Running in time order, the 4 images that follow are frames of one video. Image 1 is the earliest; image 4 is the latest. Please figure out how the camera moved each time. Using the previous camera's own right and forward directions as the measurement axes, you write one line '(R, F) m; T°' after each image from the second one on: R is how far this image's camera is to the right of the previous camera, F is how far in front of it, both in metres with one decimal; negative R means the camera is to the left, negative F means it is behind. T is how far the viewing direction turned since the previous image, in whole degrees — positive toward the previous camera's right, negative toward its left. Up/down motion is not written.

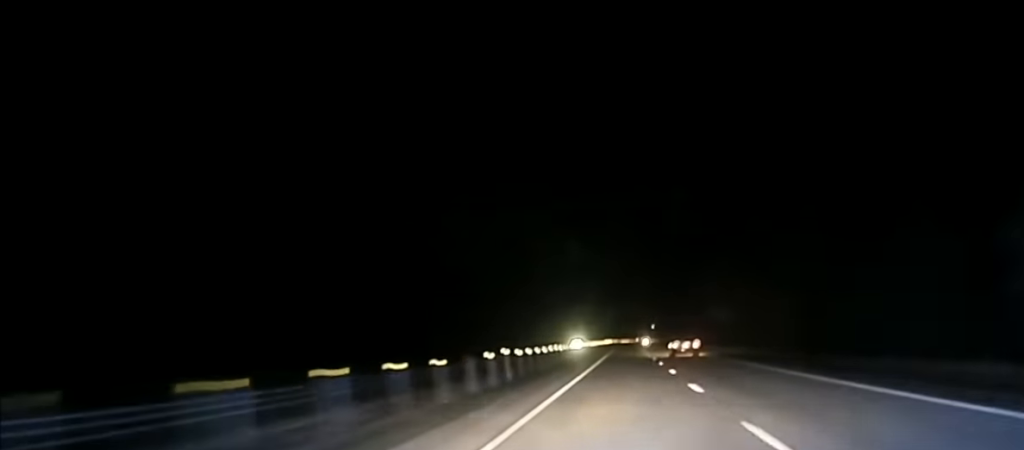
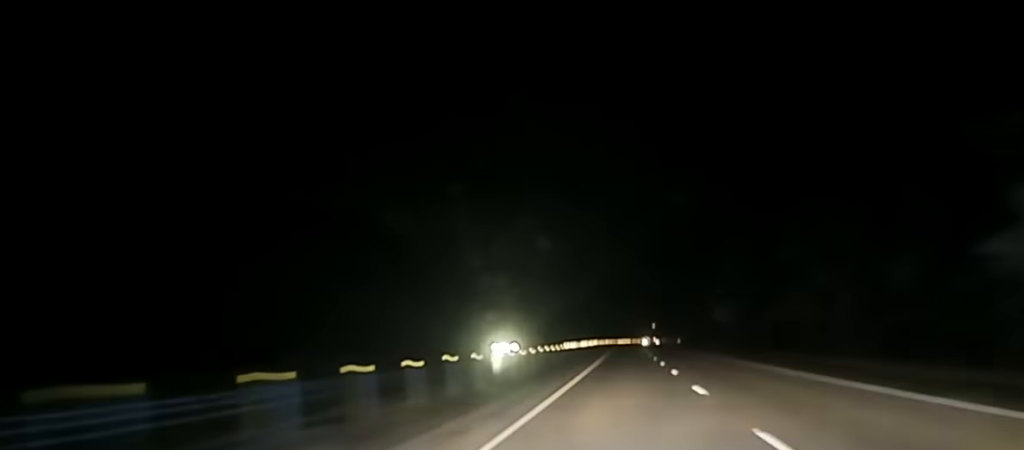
(-0.2, +129.0) m; 0°
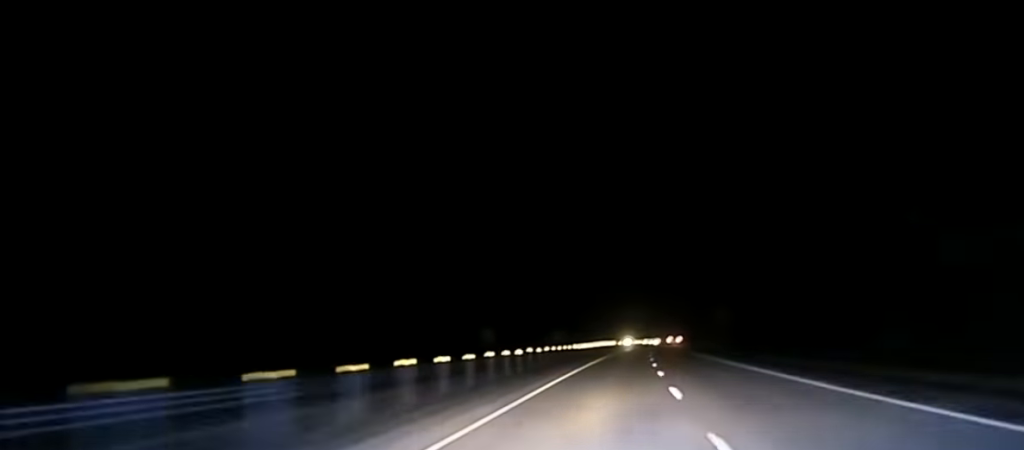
(+1.3, +165.3) m; +1°
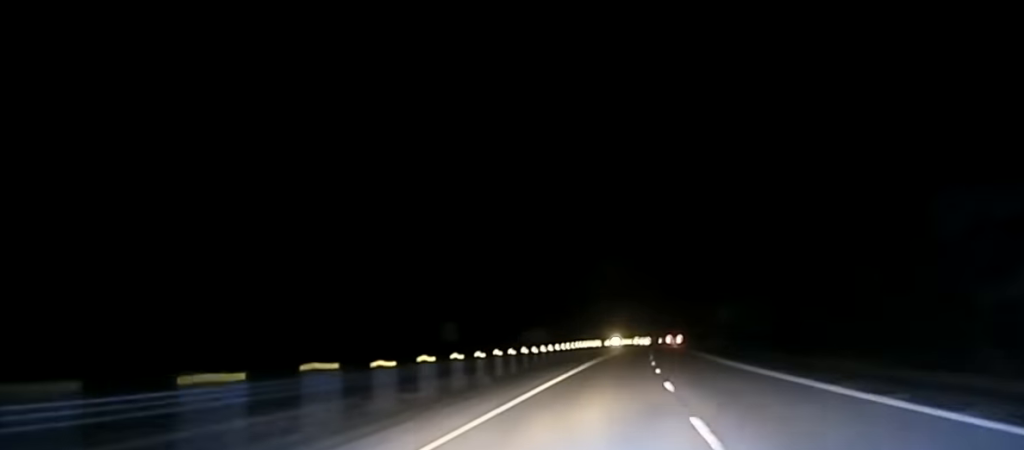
(+0.2, +33.9) m; 0°
